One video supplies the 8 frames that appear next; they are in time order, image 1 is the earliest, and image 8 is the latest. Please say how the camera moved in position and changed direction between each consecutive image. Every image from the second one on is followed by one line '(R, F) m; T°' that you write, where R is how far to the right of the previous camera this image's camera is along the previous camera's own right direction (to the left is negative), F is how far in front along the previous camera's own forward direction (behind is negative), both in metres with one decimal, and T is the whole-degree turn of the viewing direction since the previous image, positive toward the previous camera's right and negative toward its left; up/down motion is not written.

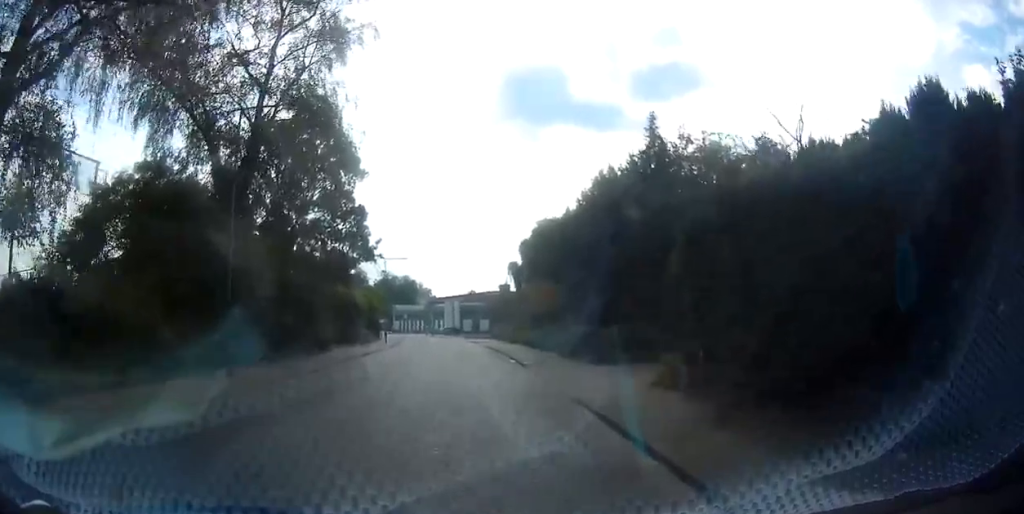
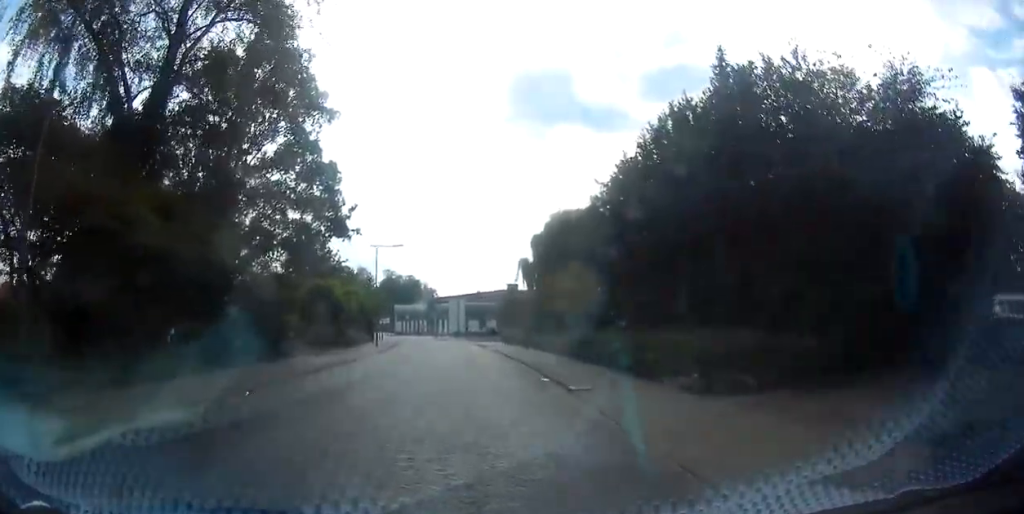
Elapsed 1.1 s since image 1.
(-0.1, +7.4) m; -1°
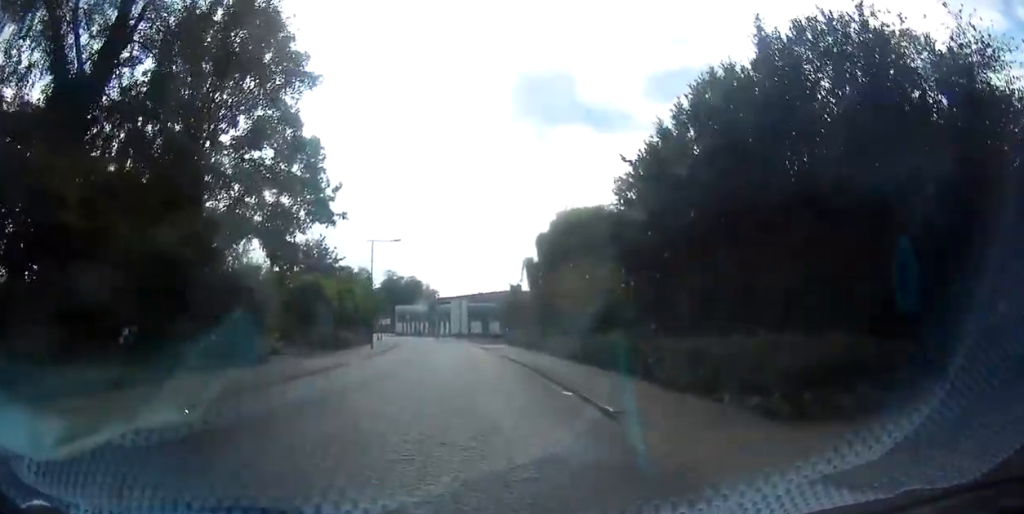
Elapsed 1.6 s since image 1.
(0.0, +2.9) m; 0°
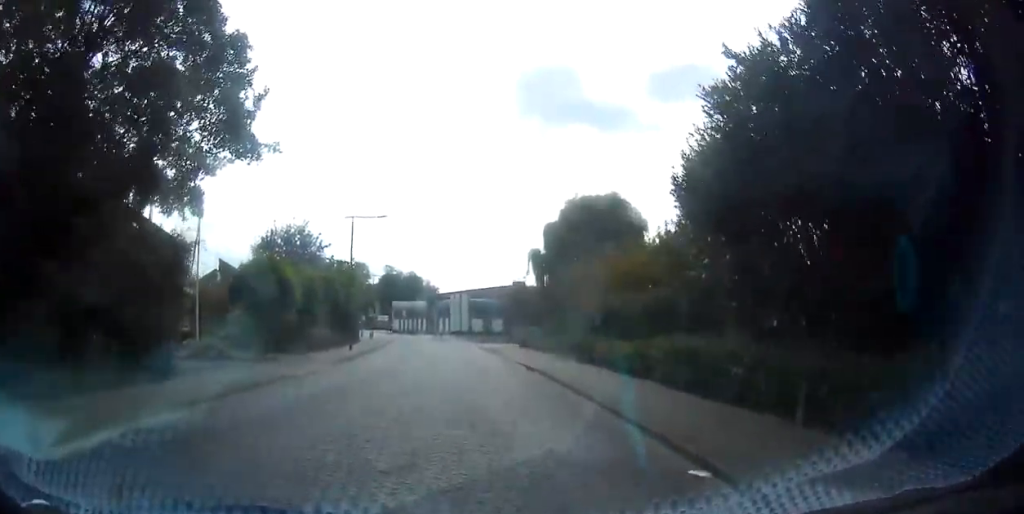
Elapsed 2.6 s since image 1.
(0.0, +6.8) m; 0°
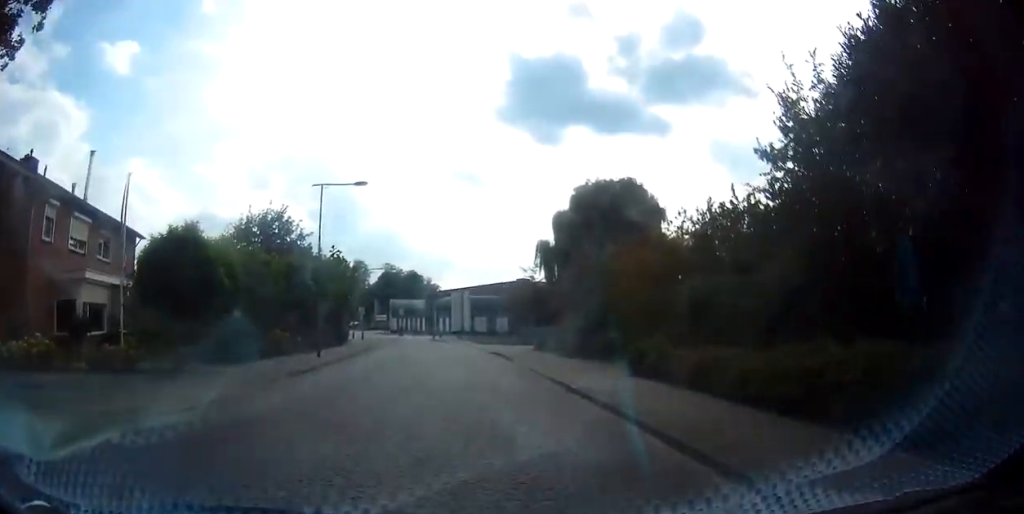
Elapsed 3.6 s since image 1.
(0.0, +7.1) m; 0°
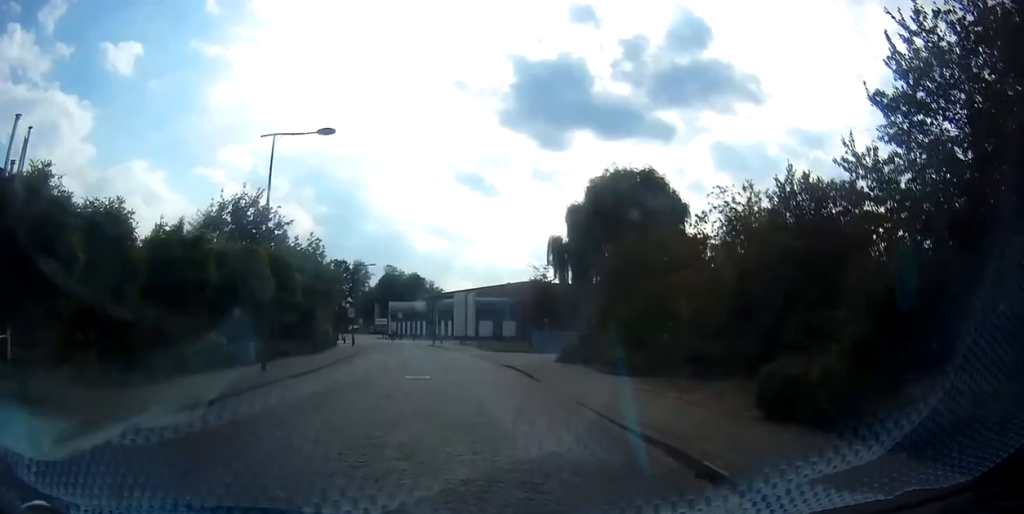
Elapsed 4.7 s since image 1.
(0.0, +7.2) m; 0°
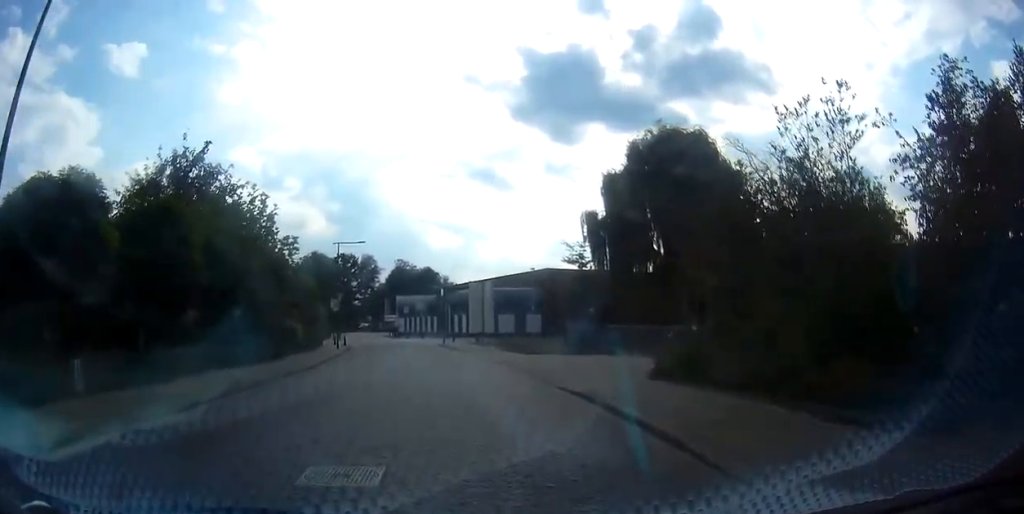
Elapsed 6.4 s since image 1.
(0.0, +11.5) m; 0°
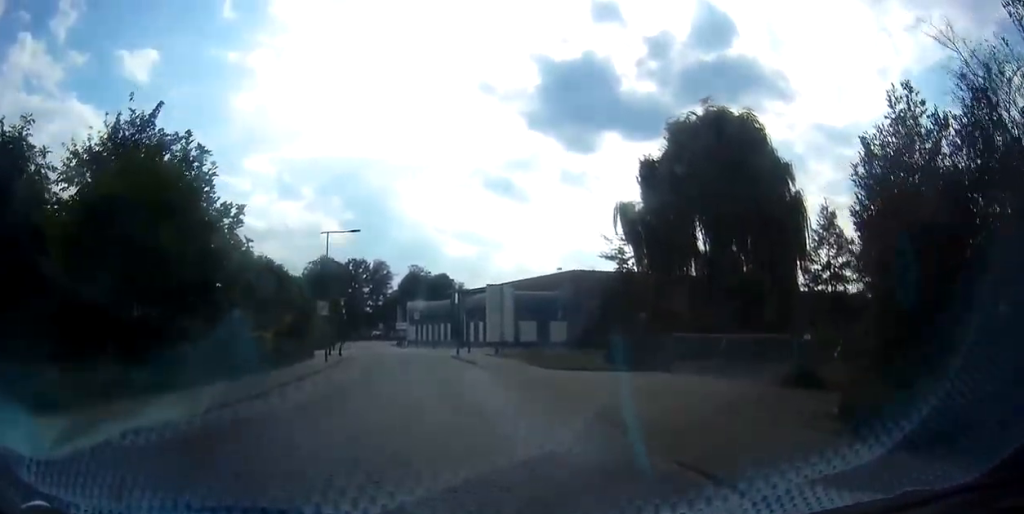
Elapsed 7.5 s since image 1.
(0.0, +4.5) m; 0°
